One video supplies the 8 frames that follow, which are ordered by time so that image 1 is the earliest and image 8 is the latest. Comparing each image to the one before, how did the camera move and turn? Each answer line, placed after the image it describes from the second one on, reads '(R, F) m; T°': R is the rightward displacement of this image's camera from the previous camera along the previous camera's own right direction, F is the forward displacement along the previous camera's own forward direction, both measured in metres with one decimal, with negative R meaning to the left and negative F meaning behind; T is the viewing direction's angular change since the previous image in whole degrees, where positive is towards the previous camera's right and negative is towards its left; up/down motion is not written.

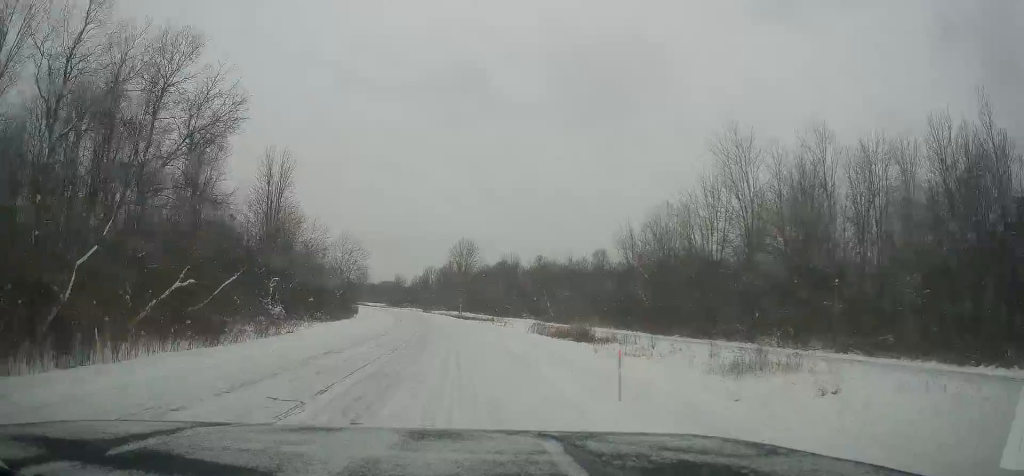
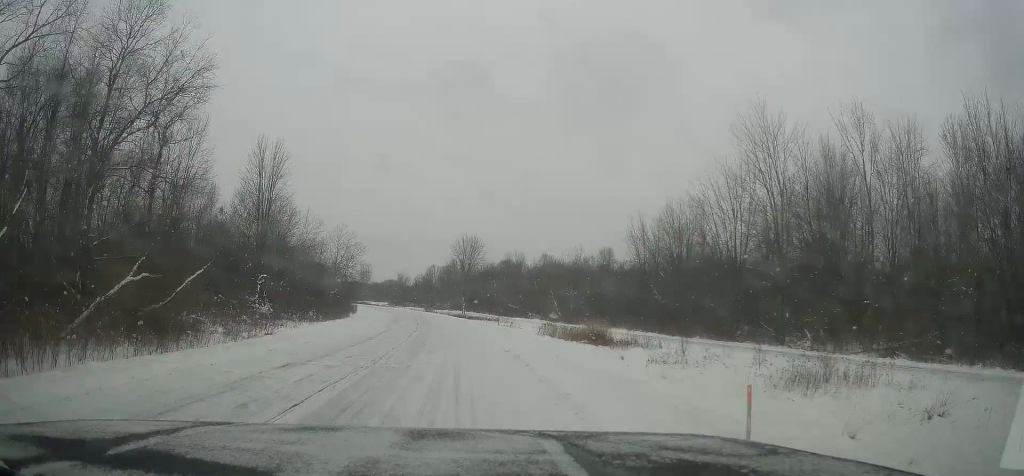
(+0.2, +4.5) m; +1°
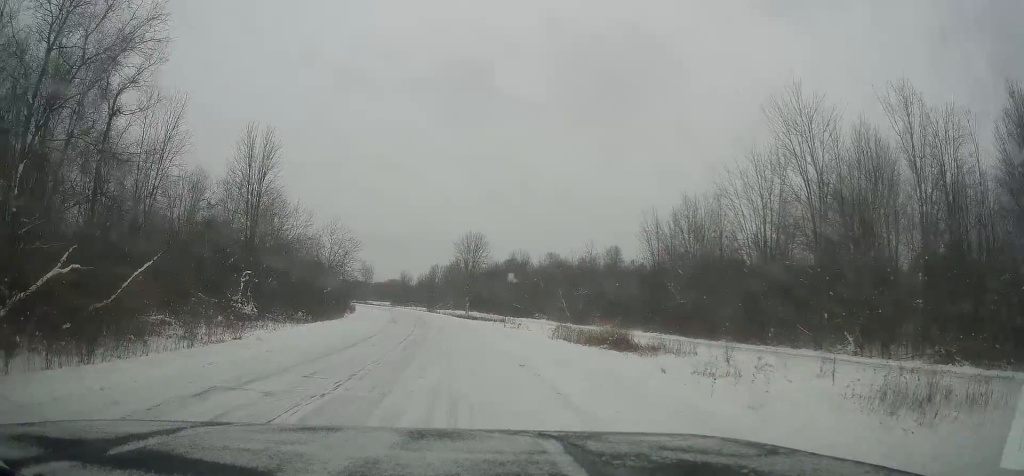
(-0.2, +5.1) m; +1°
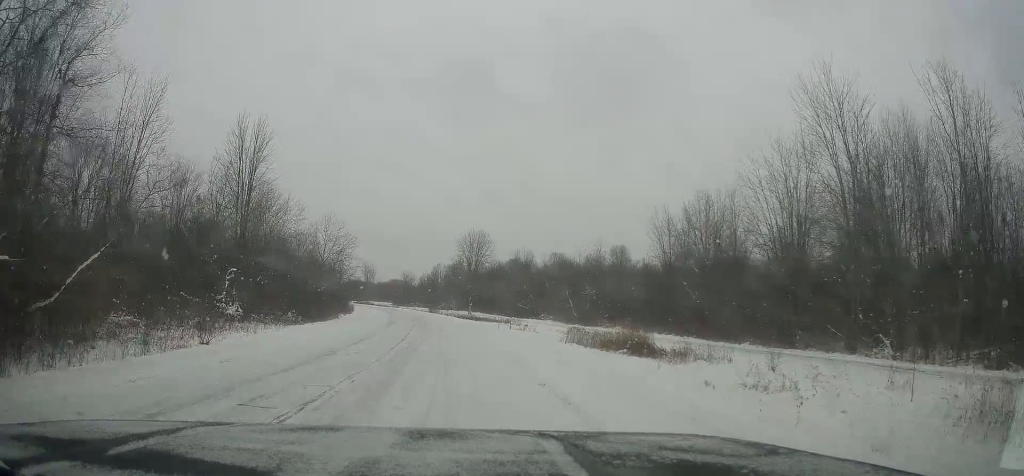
(+0.4, +3.8) m; +1°
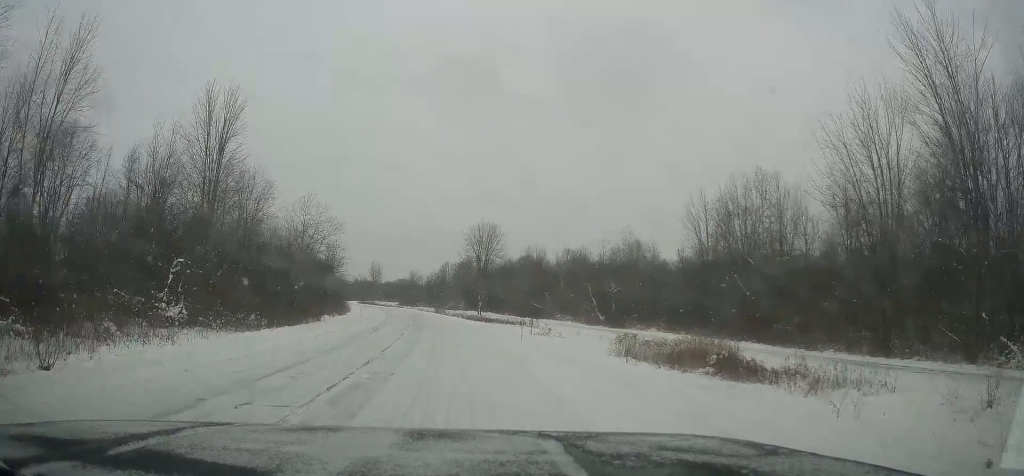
(-0.5, +10.6) m; -7°
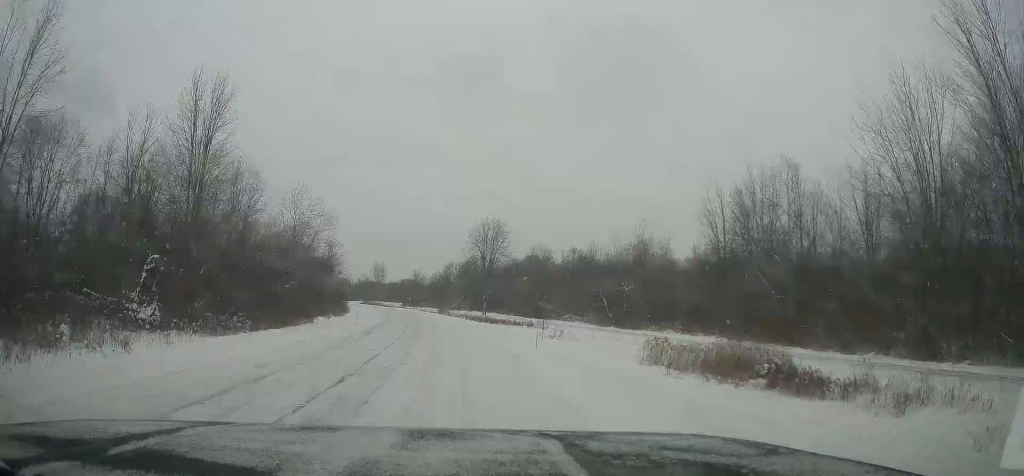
(-0.4, +3.8) m; +1°
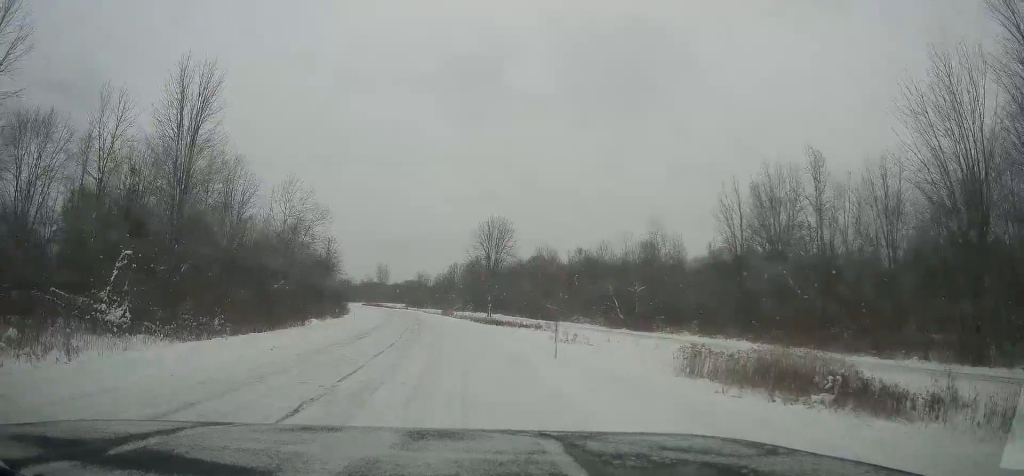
(0.0, +3.4) m; +1°
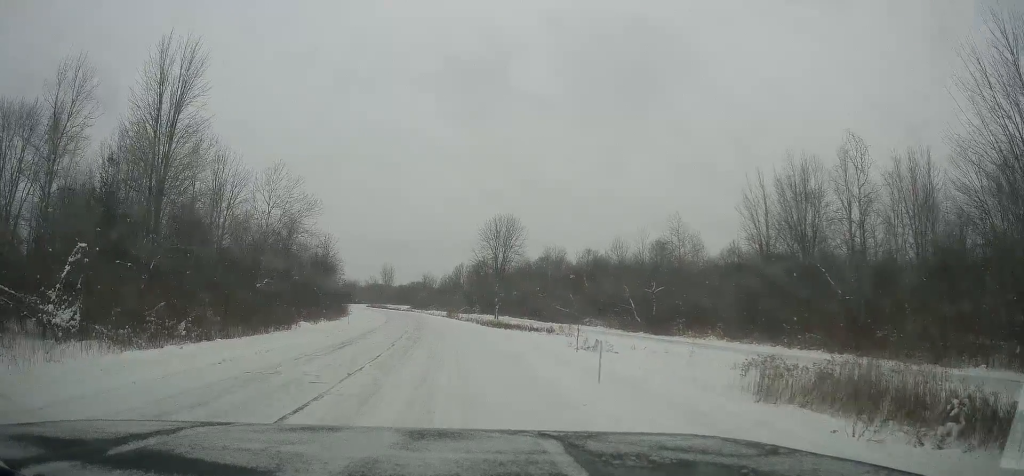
(+0.6, +4.7) m; +1°
